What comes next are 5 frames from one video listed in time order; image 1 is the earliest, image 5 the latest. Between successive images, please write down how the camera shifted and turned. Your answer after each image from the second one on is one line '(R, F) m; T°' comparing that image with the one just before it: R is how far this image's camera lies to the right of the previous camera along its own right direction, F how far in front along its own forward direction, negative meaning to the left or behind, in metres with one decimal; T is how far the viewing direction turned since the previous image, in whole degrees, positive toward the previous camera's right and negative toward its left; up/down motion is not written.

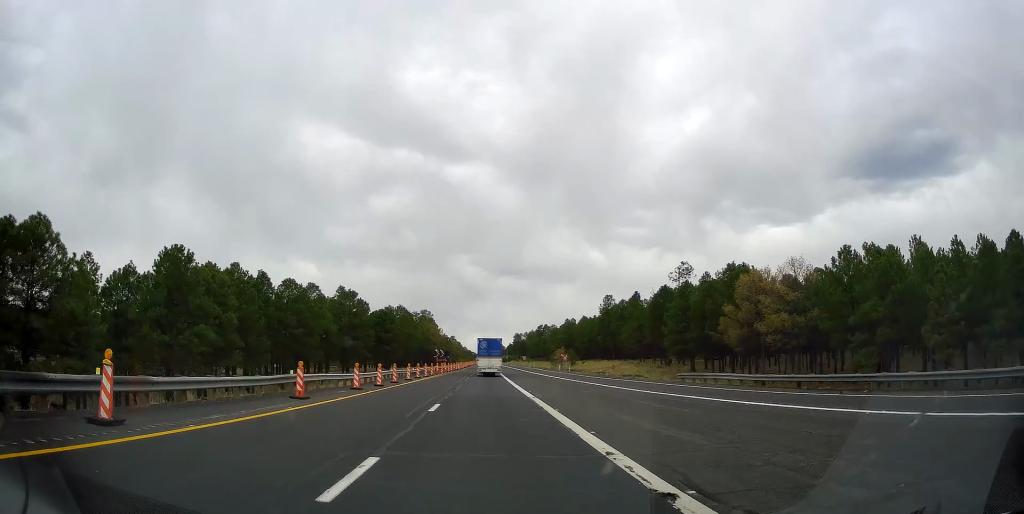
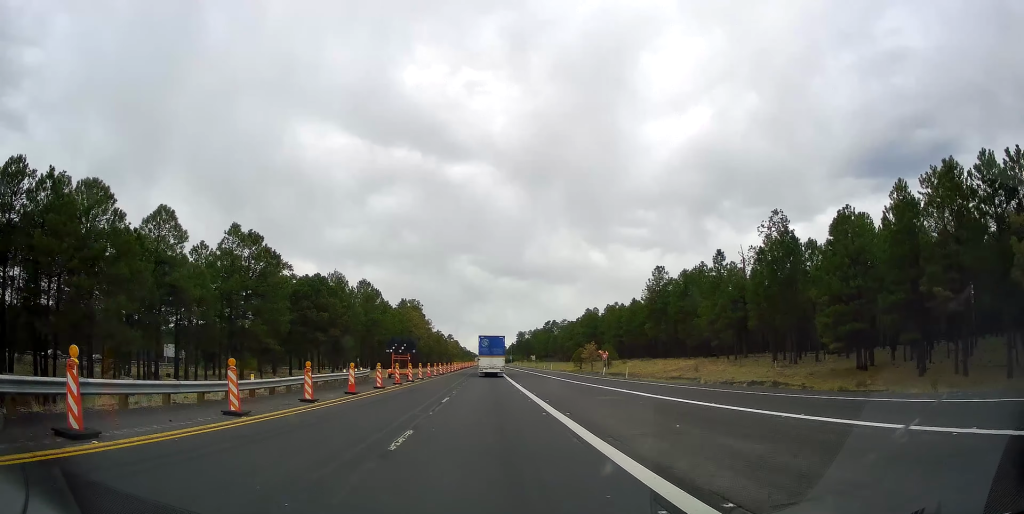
(-0.1, +44.6) m; 0°
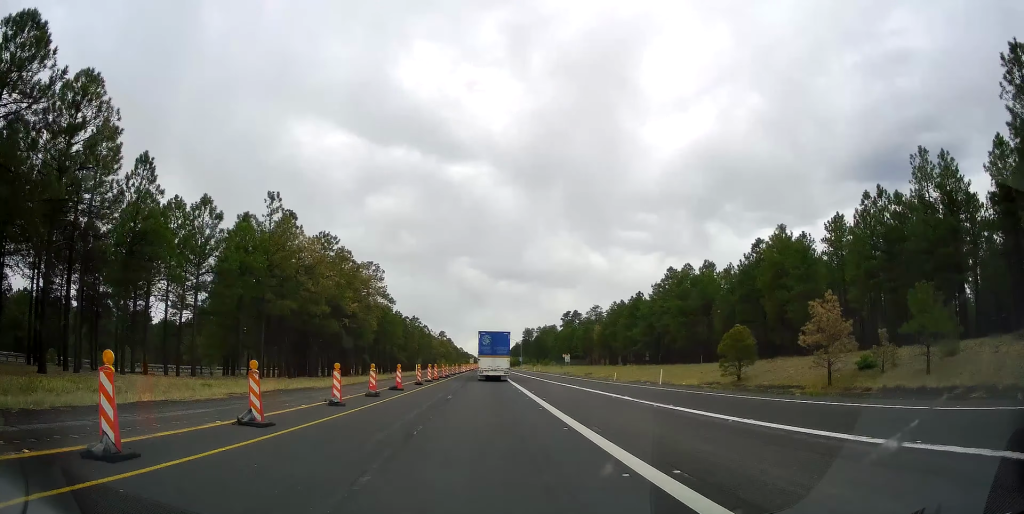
(-0.6, +82.1) m; -1°
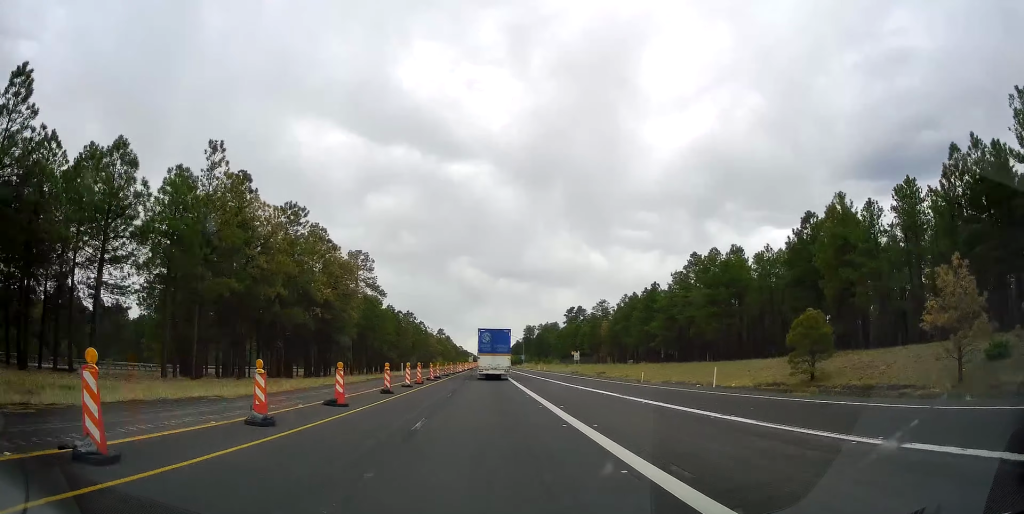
(+0.1, +11.9) m; +1°
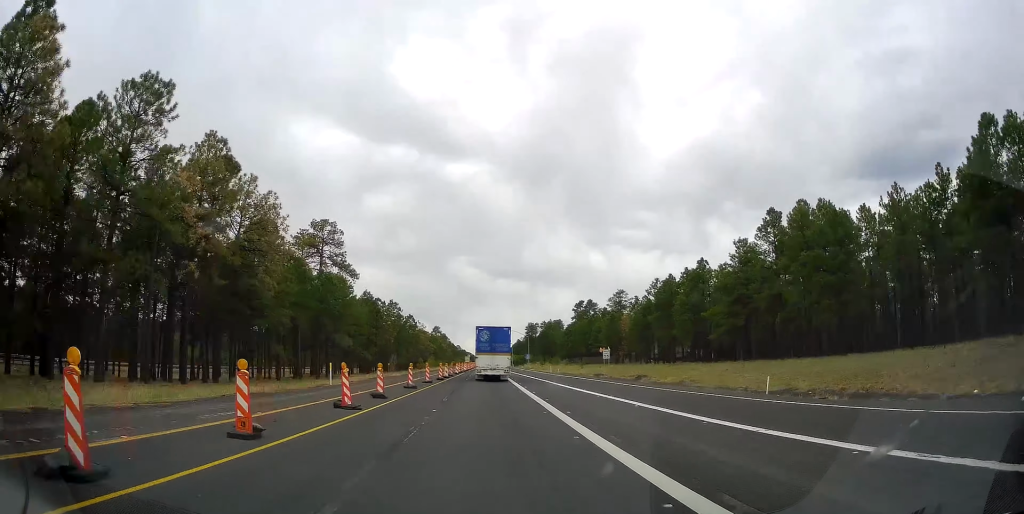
(+0.5, +26.6) m; +1°
